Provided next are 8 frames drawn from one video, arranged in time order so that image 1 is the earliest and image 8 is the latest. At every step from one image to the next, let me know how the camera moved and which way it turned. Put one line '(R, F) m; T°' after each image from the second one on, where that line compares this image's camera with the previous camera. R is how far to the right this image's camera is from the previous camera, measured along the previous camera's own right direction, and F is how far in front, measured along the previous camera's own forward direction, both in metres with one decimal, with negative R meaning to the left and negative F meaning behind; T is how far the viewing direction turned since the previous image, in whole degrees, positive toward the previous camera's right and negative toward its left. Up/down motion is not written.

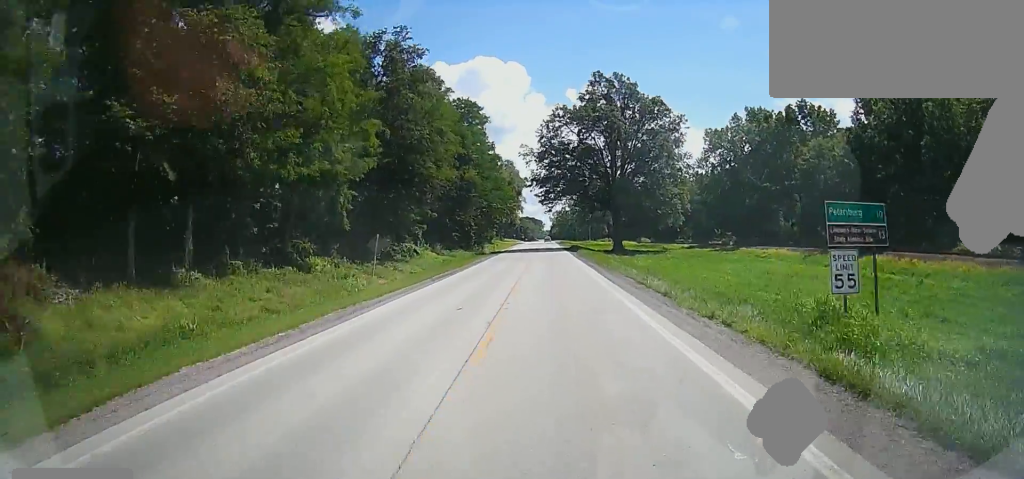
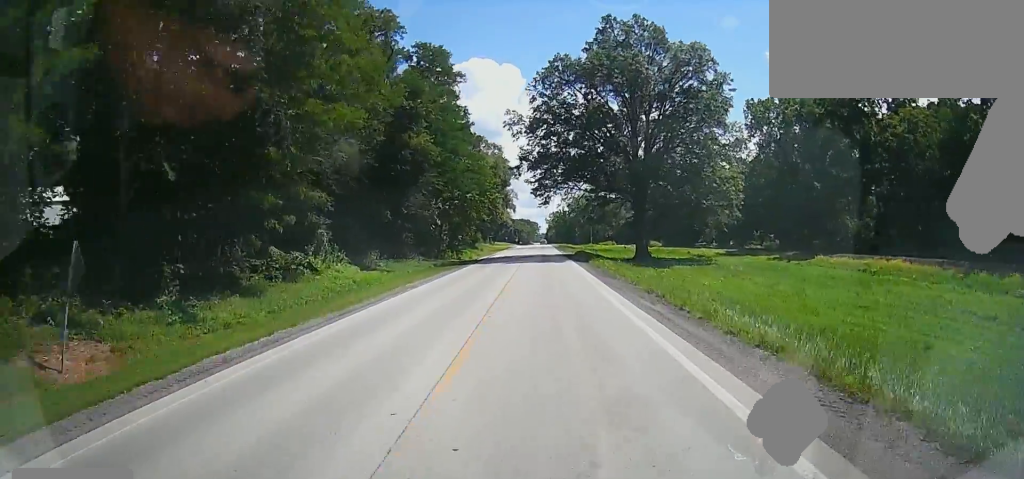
(+0.5, +23.6) m; +2°
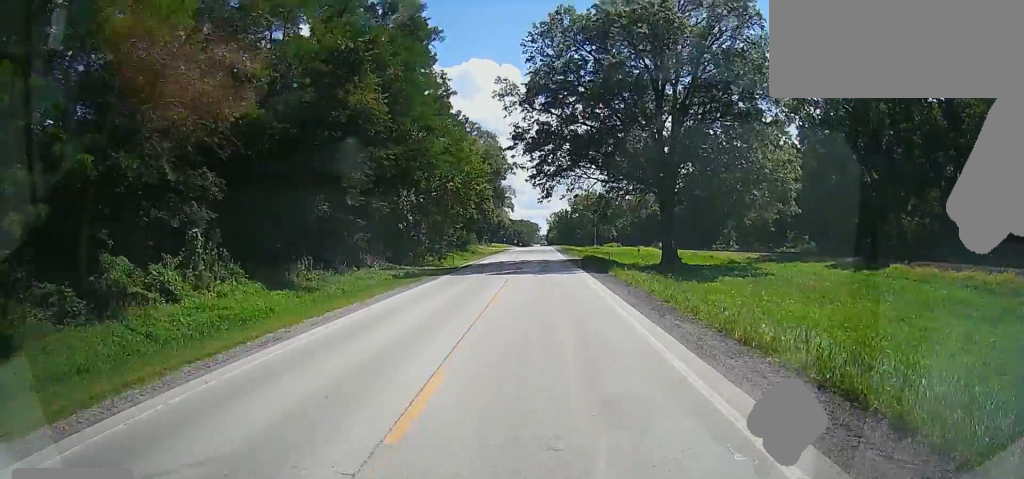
(0.0, +14.7) m; 0°
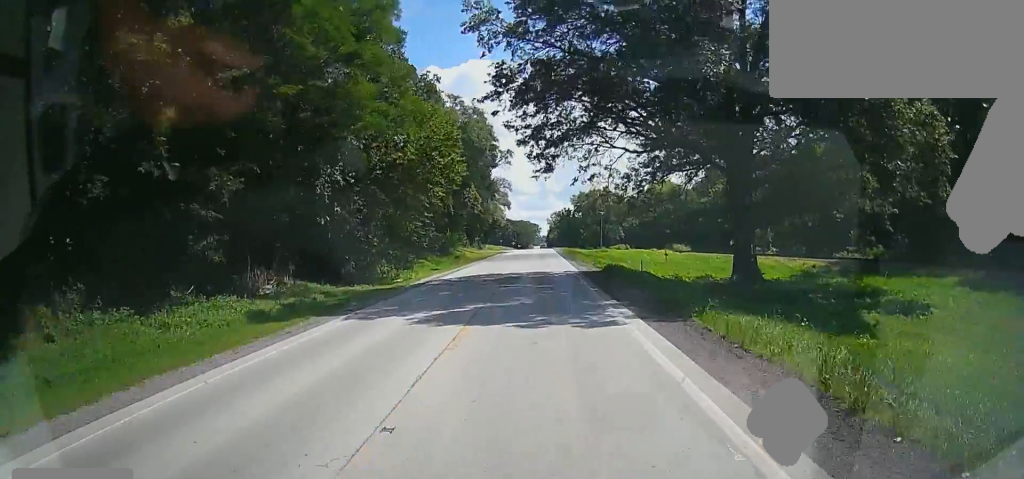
(0.0, +19.5) m; 0°
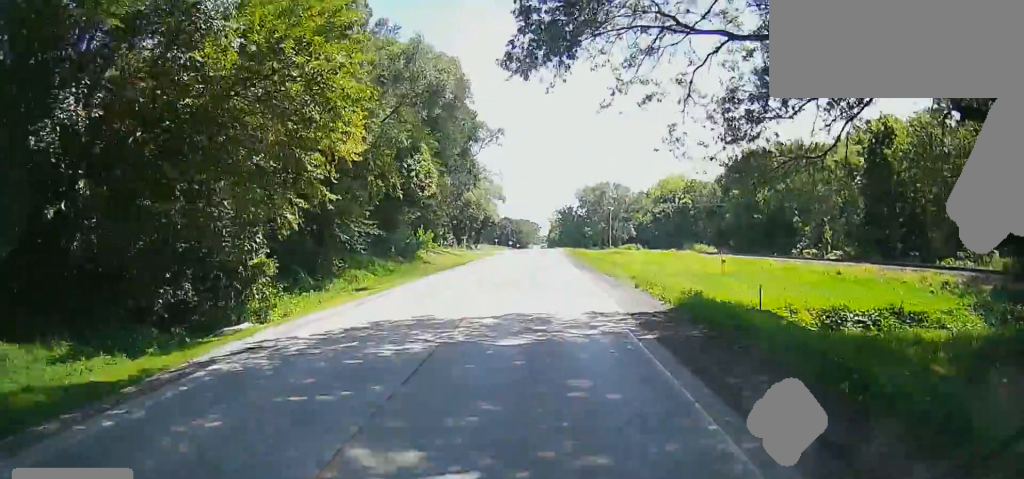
(0.0, +22.3) m; 0°
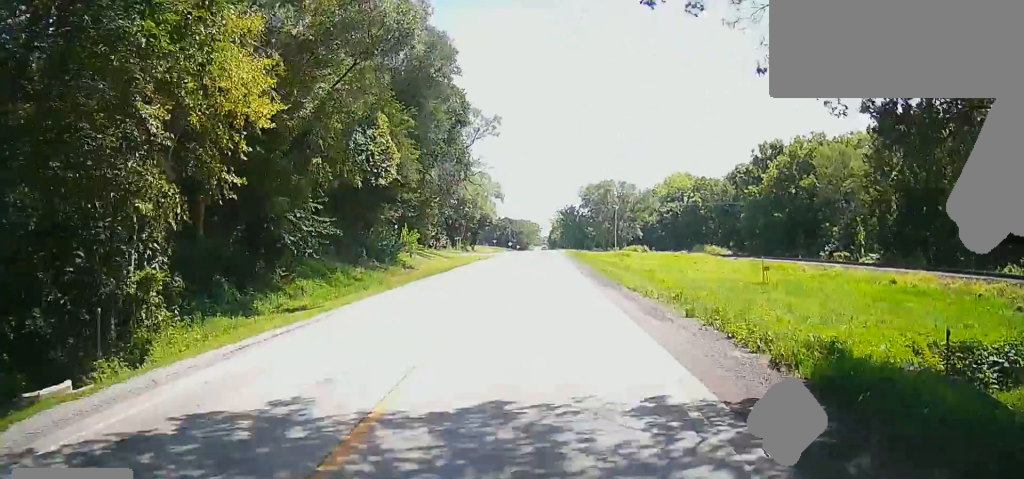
(-0.1, +9.3) m; 0°
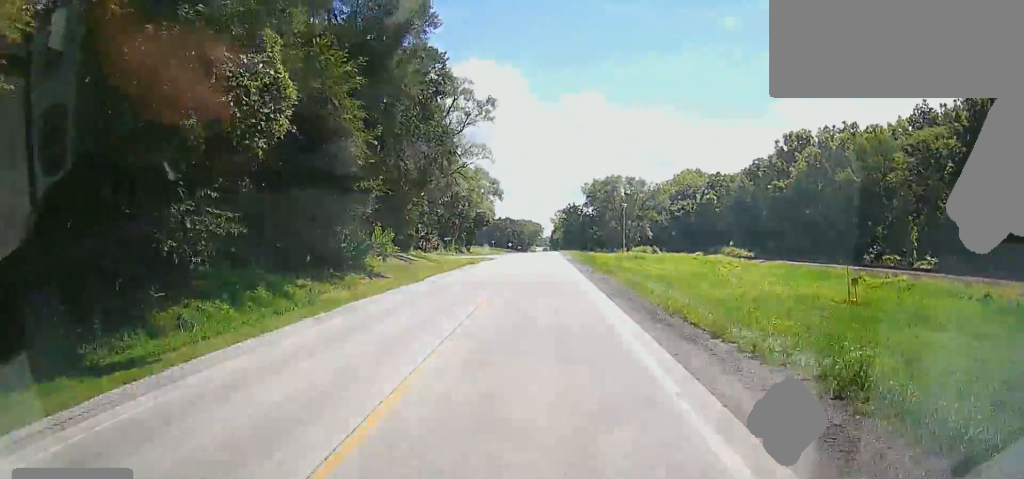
(+0.1, +11.6) m; 0°
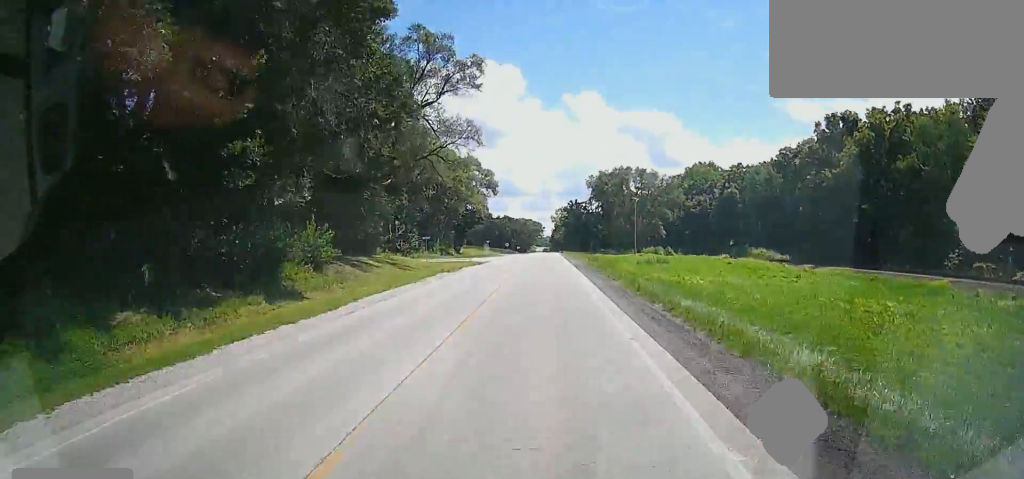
(+0.2, +16.1) m; 0°
